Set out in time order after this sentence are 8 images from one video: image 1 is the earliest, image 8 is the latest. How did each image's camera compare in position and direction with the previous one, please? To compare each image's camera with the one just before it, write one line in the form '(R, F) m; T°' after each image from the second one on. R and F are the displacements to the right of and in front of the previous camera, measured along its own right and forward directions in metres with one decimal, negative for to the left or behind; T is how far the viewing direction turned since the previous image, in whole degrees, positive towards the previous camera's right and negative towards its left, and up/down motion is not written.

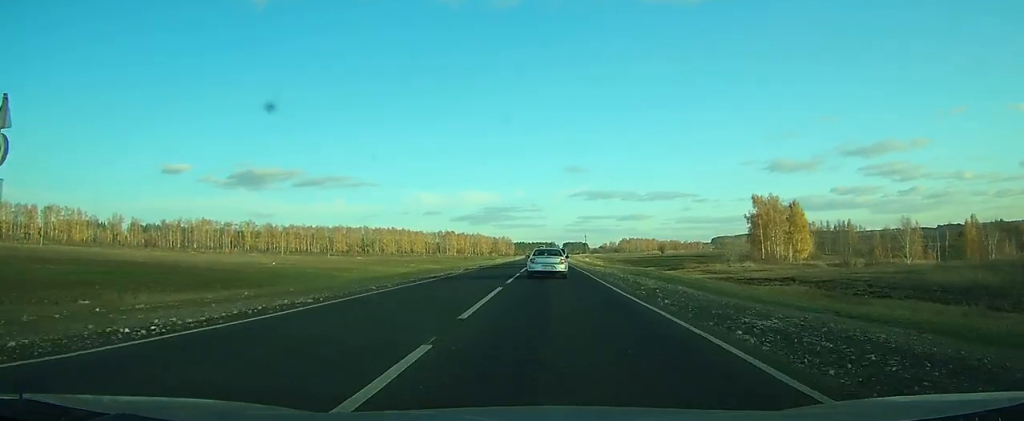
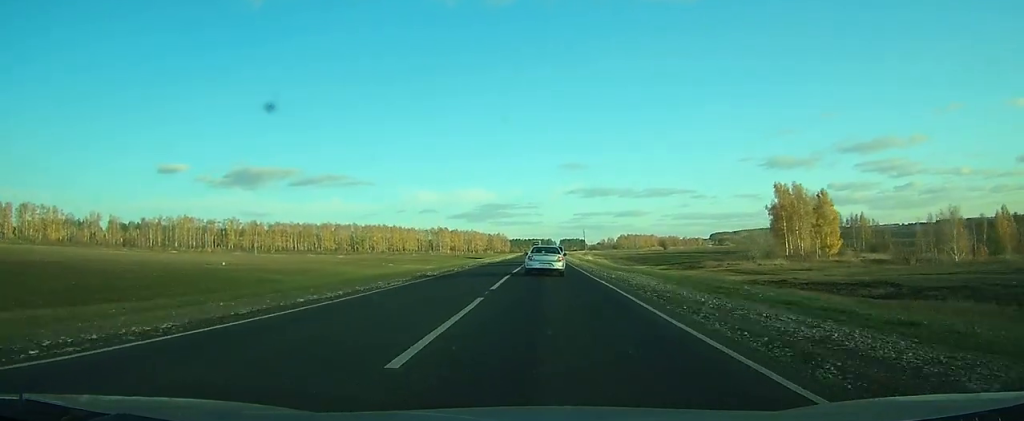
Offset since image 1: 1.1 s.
(0.0, +15.8) m; 0°
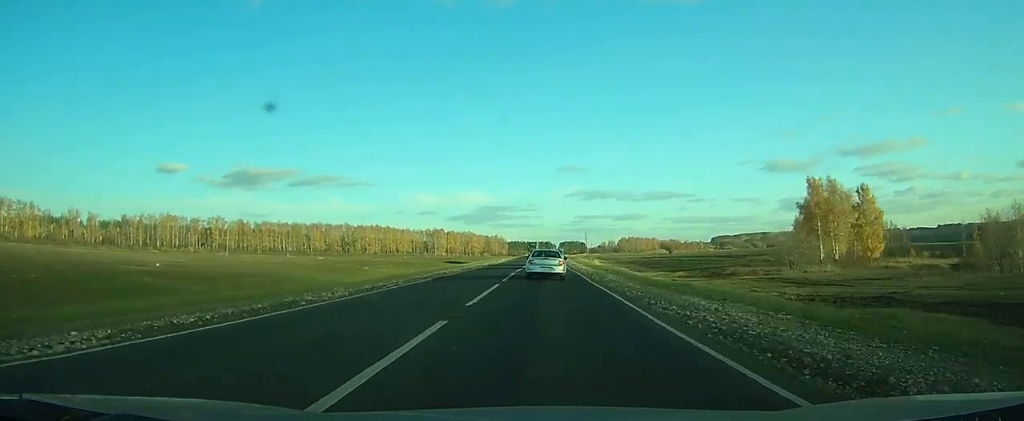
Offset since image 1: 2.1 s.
(+0.1, +16.1) m; 0°
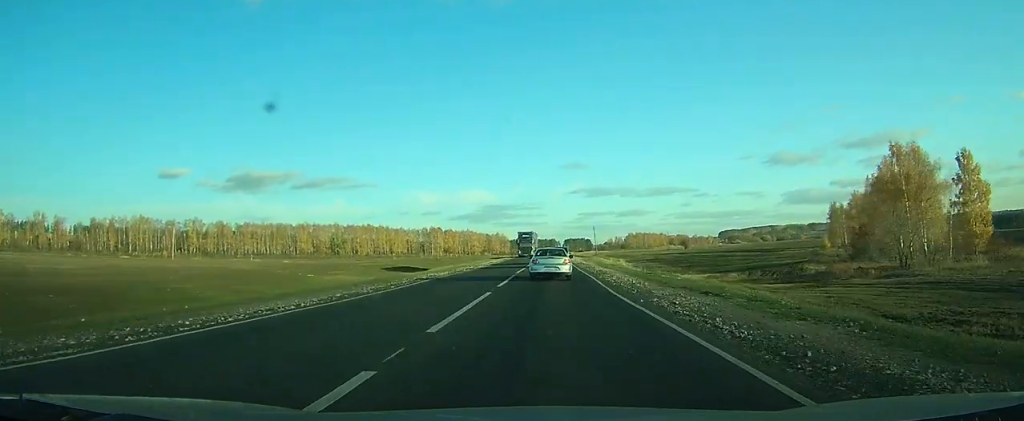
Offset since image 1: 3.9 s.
(0.0, +28.9) m; 0°
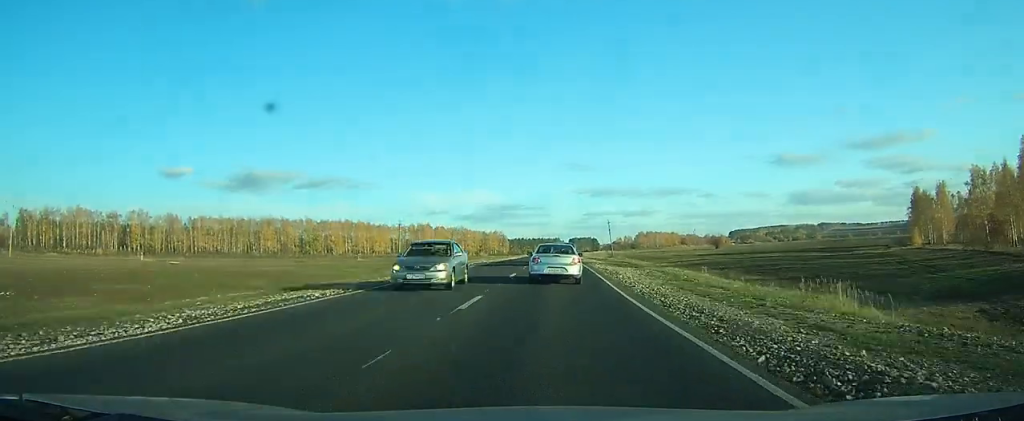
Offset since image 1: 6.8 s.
(-0.3, +51.8) m; -1°
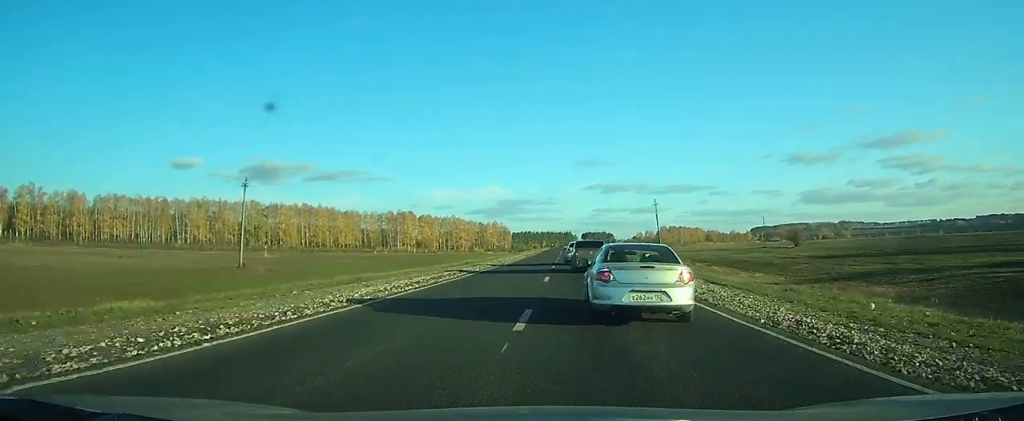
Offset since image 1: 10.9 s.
(-0.2, +74.8) m; 0°
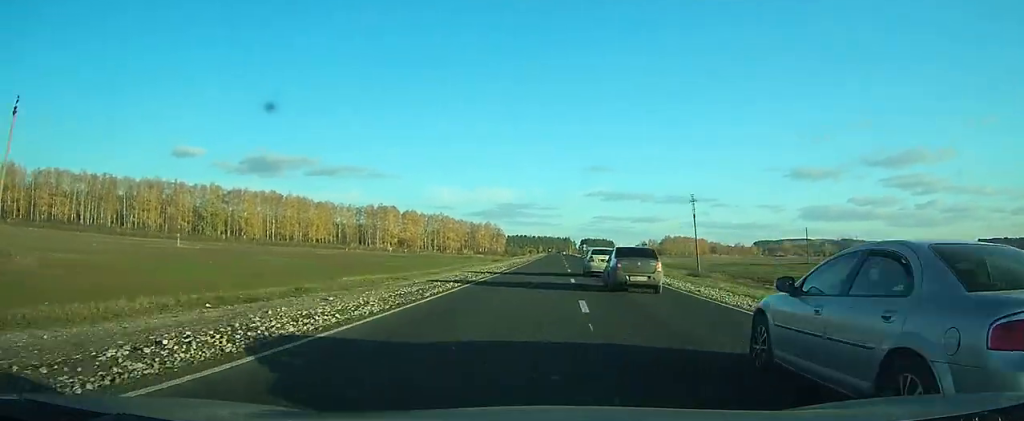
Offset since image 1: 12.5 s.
(0.0, +31.8) m; 0°
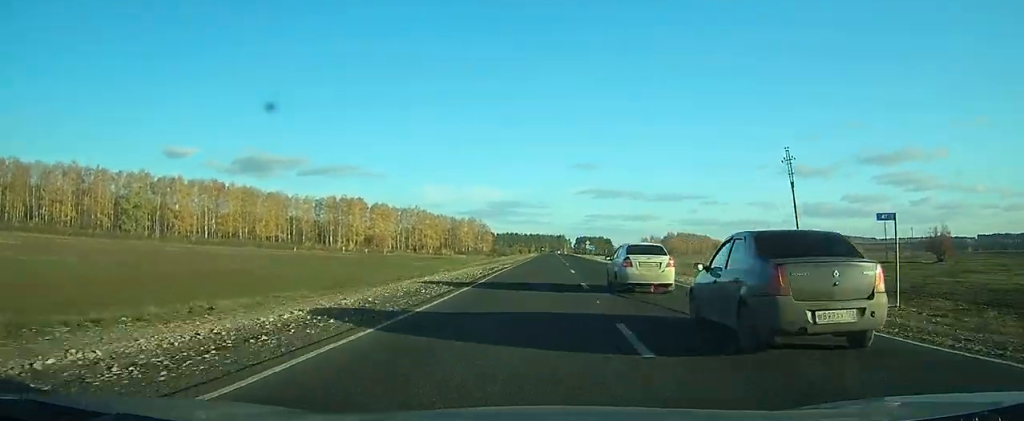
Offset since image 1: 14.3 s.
(+0.1, +42.4) m; 0°
